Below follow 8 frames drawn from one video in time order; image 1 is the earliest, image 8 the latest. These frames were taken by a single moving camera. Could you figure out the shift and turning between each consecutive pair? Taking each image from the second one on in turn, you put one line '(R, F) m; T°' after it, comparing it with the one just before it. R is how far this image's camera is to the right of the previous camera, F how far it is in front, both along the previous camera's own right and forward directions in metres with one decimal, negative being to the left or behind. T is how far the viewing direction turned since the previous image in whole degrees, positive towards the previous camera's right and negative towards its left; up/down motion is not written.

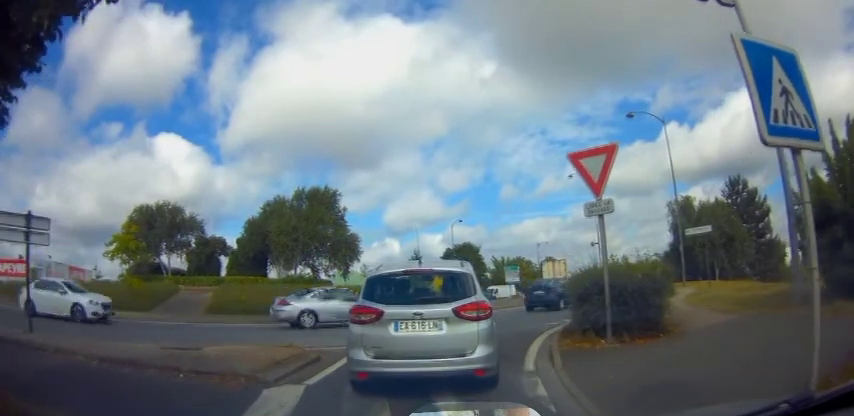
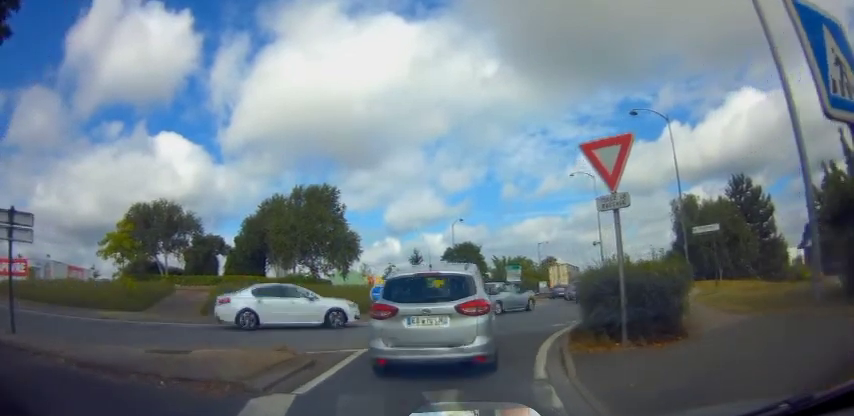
(-0.1, +0.5) m; 0°
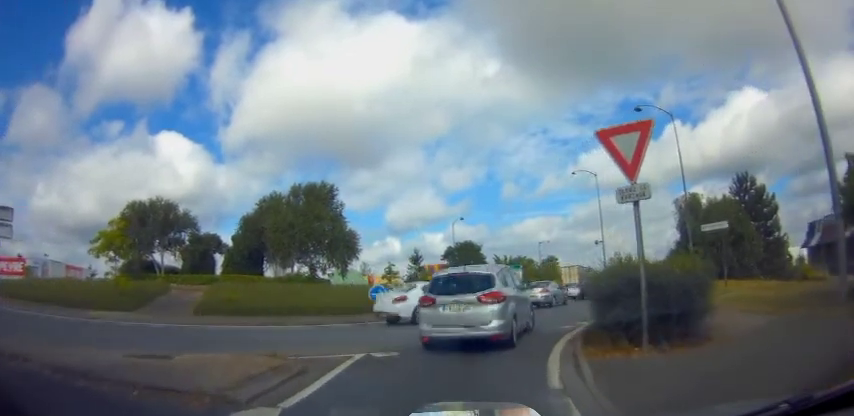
(-0.2, +0.6) m; 0°
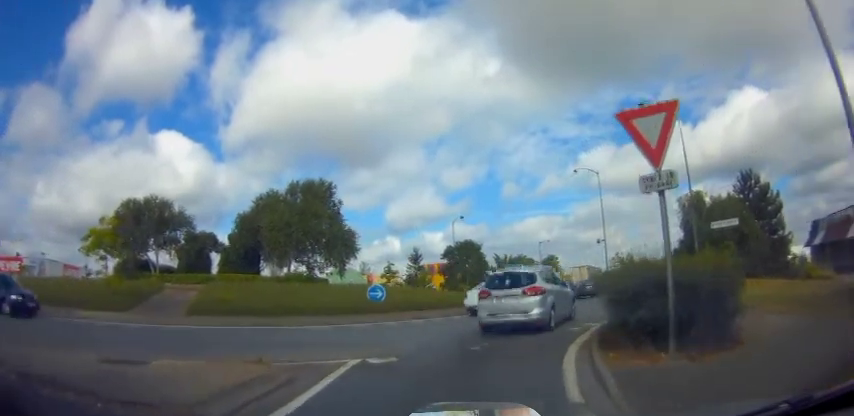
(-0.2, +0.5) m; 0°
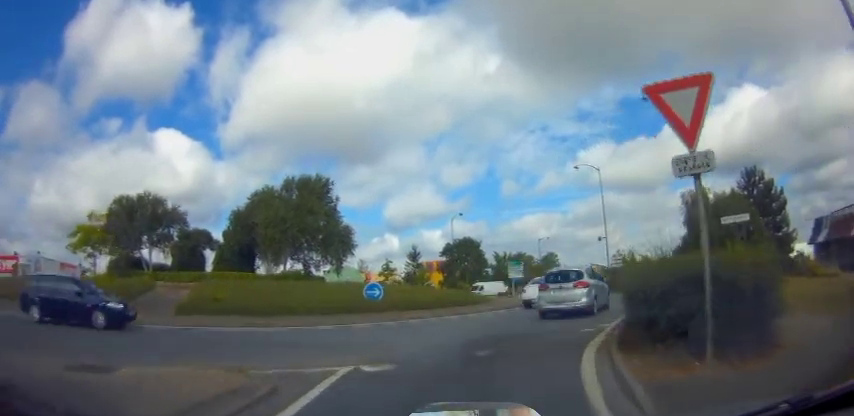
(+0.1, +0.8) m; 0°
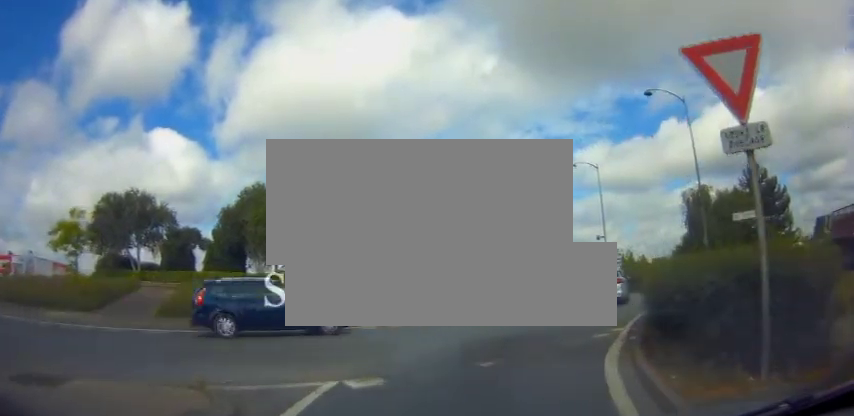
(0.0, +1.0) m; 0°
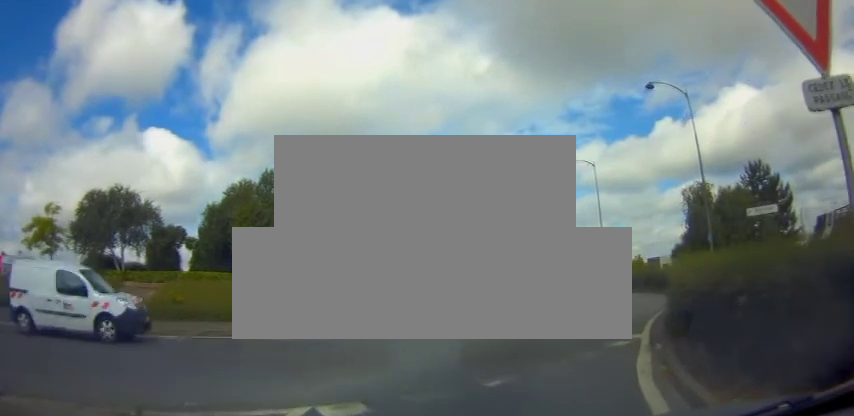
(-0.4, +1.5) m; 0°
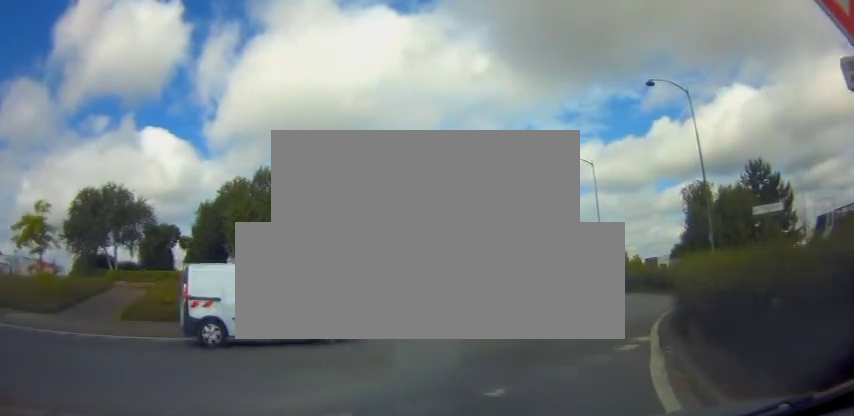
(-0.3, +0.8) m; 0°
